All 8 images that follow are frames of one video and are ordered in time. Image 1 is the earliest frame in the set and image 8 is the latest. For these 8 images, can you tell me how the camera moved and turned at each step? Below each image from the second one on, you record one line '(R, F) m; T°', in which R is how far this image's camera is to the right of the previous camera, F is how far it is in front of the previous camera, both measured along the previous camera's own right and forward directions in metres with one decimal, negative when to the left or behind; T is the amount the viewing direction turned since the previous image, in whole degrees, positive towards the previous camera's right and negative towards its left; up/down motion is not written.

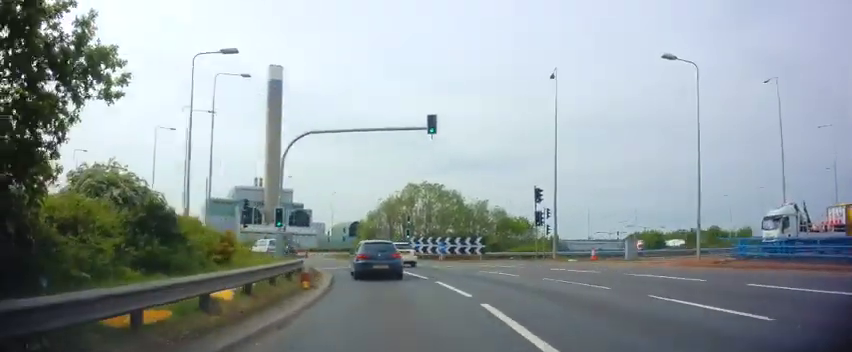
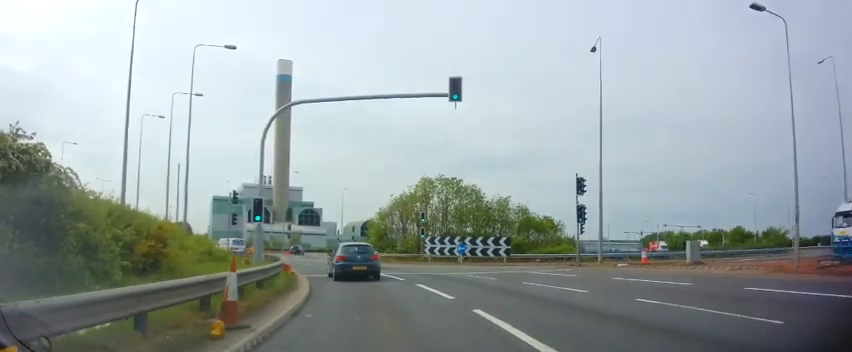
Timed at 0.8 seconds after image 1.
(-0.2, +6.2) m; -1°
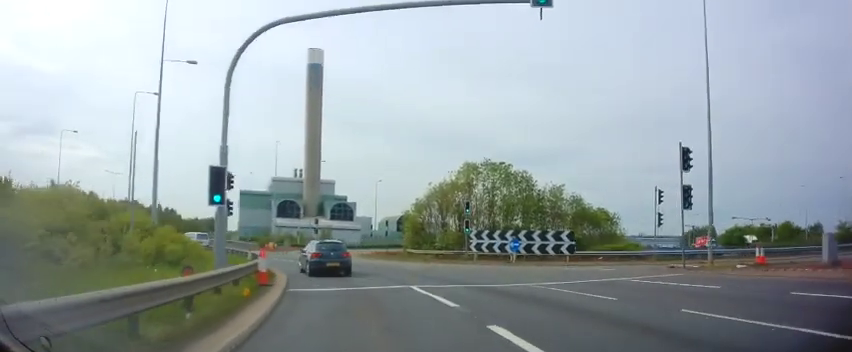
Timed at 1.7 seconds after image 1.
(+0.1, +8.3) m; -4°
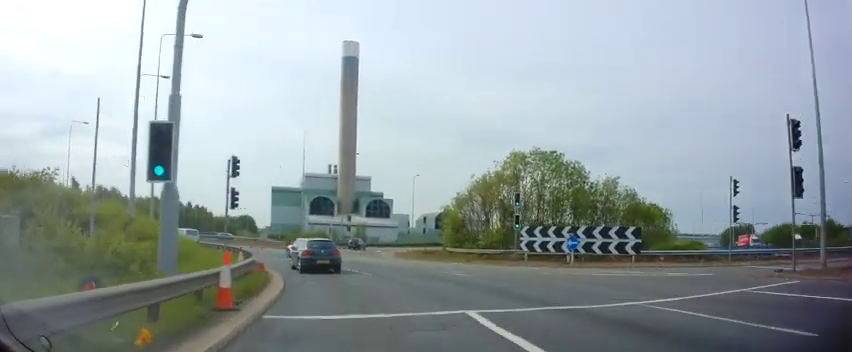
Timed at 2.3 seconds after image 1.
(-0.3, +5.4) m; -5°
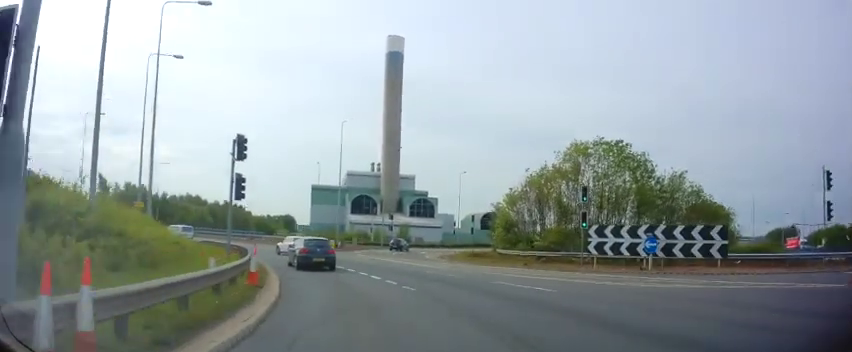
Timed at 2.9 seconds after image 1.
(-0.3, +5.4) m; -5°
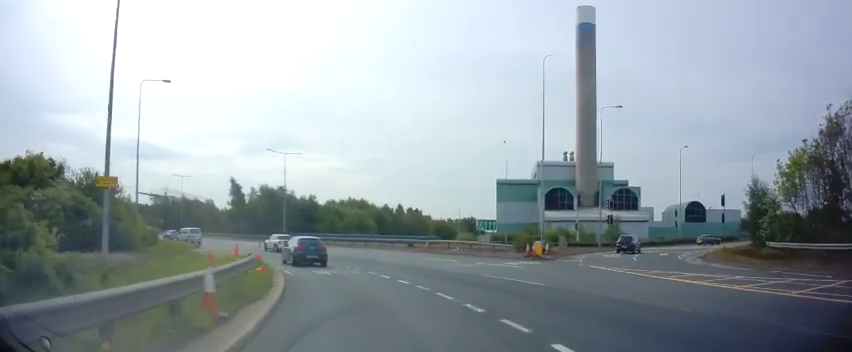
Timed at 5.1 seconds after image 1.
(-3.4, +20.6) m; -20°
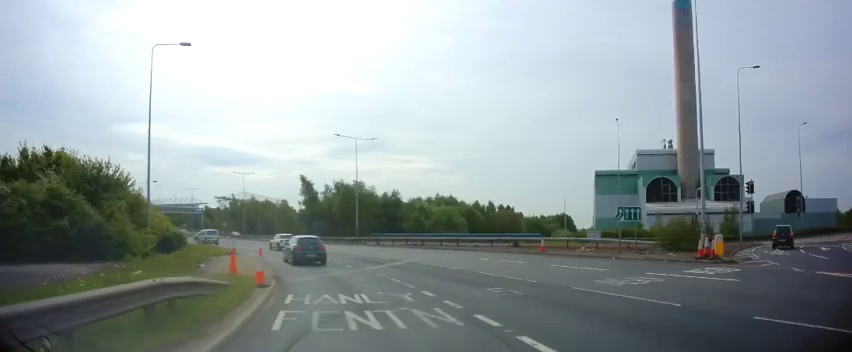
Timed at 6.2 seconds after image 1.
(-0.9, +10.4) m; -10°
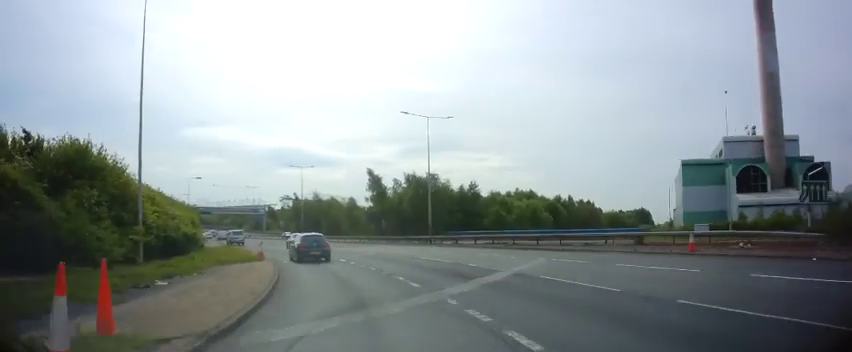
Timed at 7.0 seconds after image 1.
(-0.7, +9.1) m; -9°
